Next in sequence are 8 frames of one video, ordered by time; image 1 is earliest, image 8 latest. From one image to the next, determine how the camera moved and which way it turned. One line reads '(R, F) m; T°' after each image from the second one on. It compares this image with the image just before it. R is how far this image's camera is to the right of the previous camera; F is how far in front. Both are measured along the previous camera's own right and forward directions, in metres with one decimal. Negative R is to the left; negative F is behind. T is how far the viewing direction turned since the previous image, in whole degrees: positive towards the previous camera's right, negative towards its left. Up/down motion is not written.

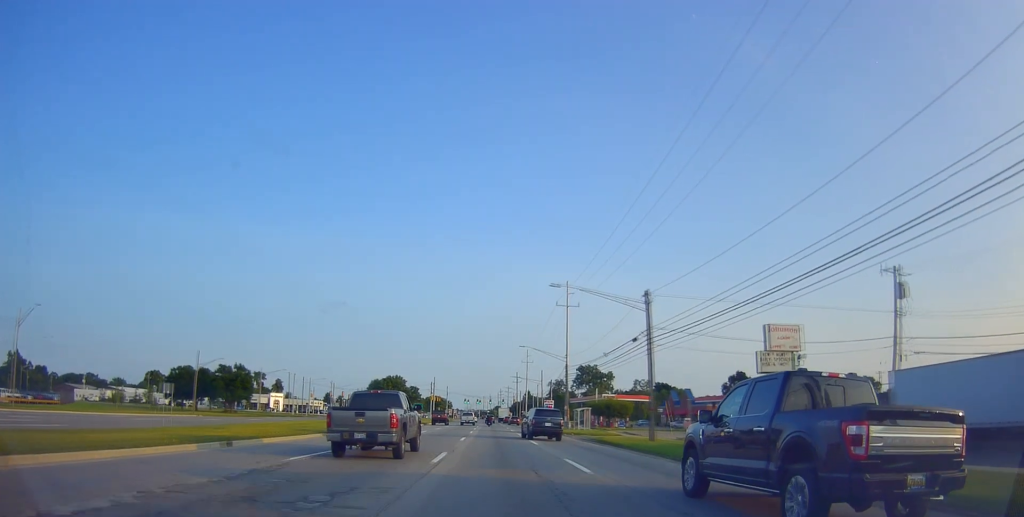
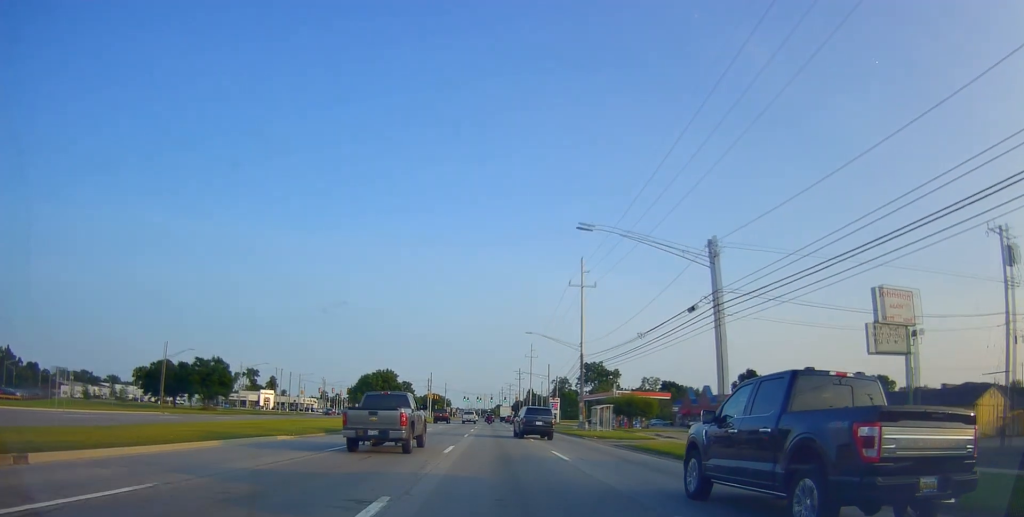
(-0.3, +10.9) m; -1°
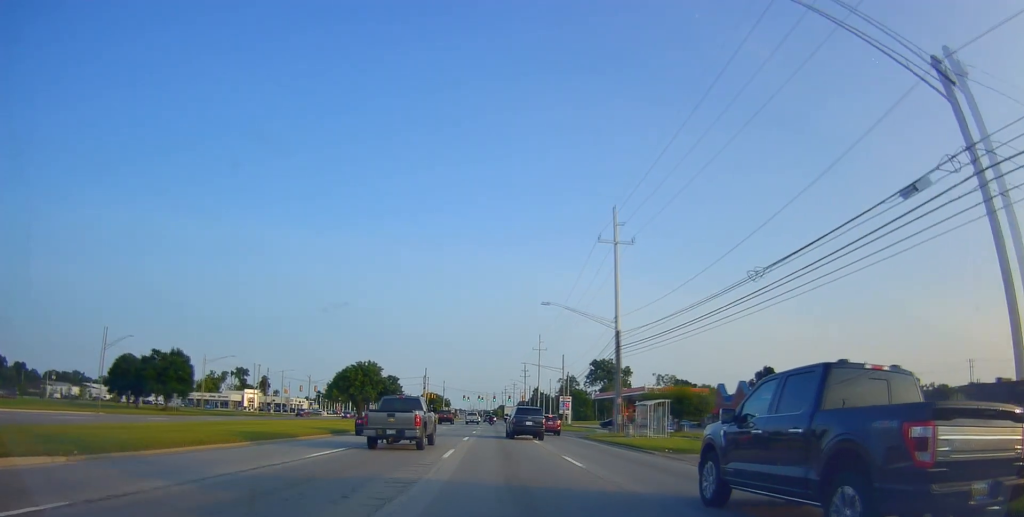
(+0.3, +16.4) m; 0°
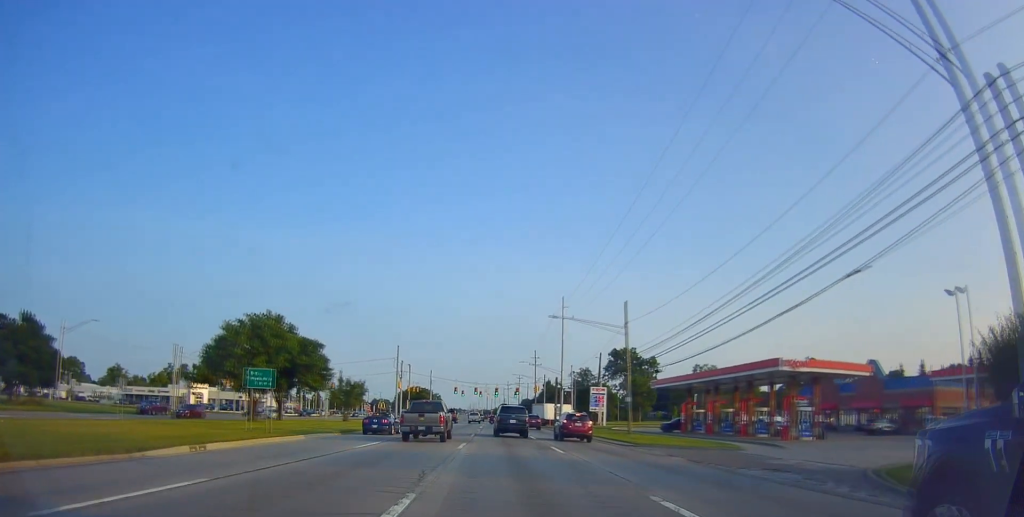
(-0.5, +39.2) m; +1°
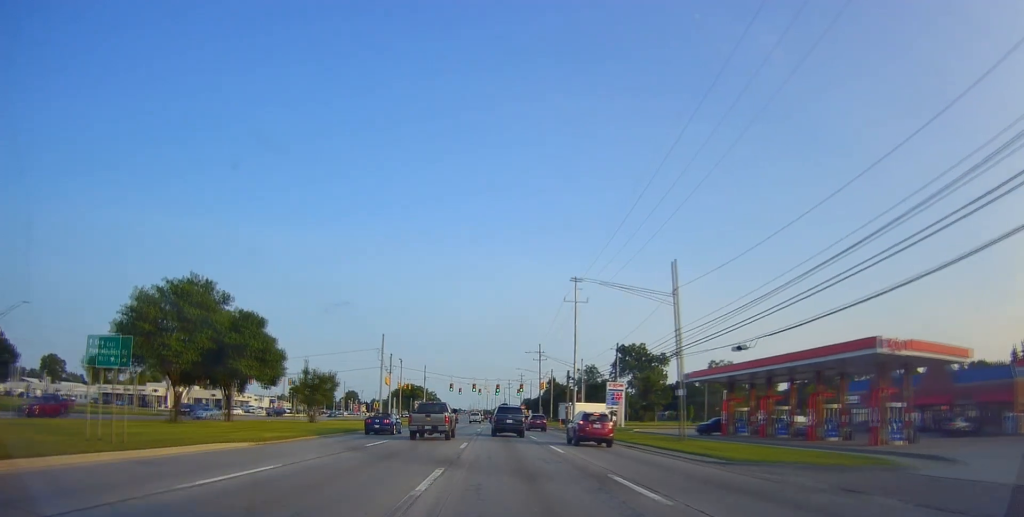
(+0.5, +12.7) m; 0°
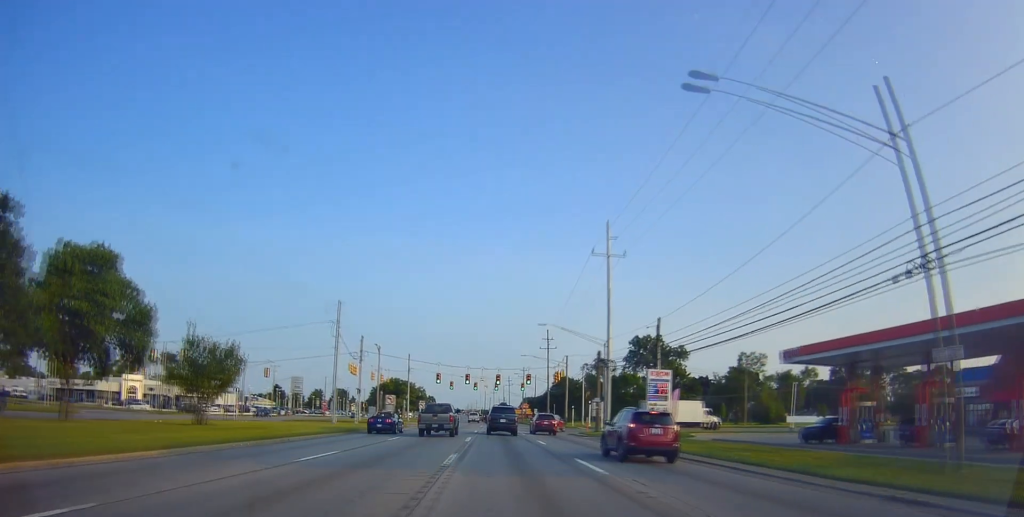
(-0.7, +21.9) m; -2°
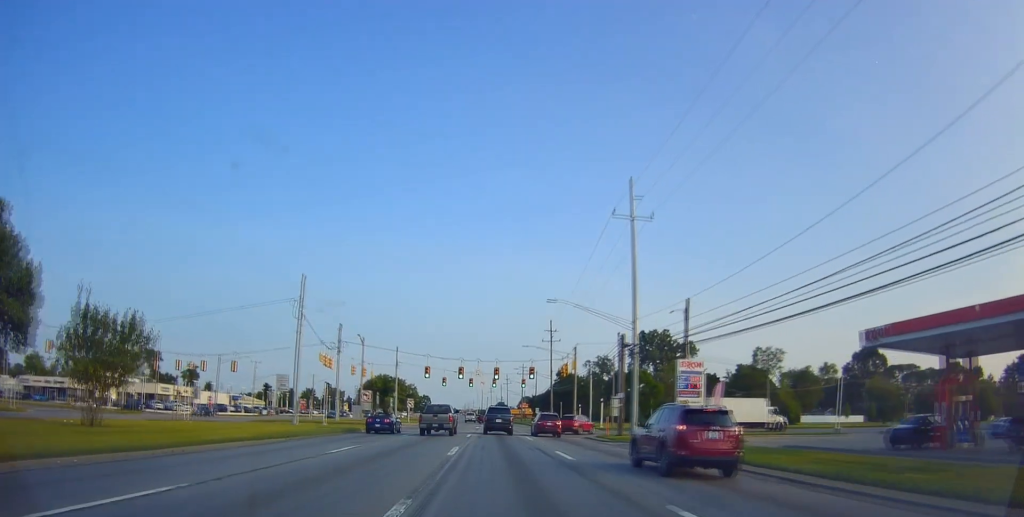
(0.0, +10.4) m; 0°
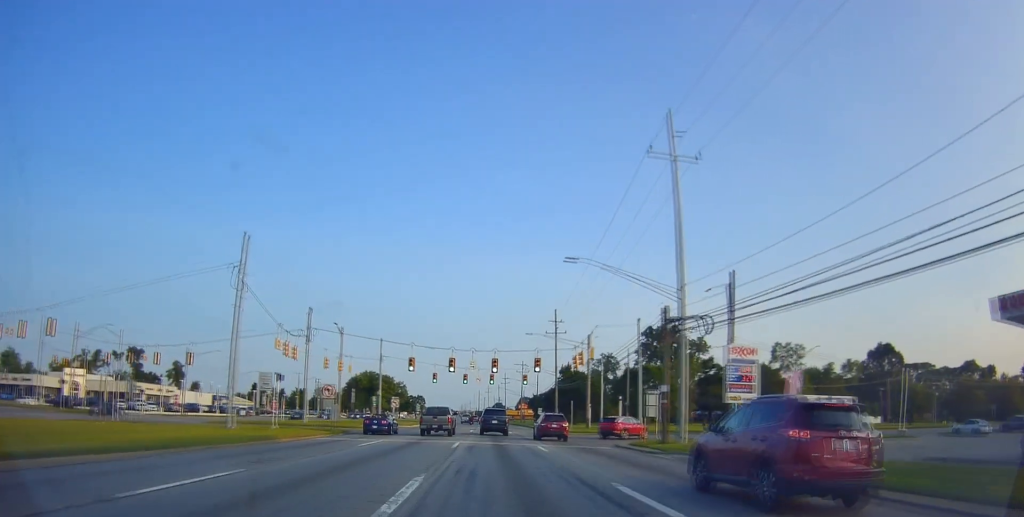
(0.0, +11.1) m; 0°
